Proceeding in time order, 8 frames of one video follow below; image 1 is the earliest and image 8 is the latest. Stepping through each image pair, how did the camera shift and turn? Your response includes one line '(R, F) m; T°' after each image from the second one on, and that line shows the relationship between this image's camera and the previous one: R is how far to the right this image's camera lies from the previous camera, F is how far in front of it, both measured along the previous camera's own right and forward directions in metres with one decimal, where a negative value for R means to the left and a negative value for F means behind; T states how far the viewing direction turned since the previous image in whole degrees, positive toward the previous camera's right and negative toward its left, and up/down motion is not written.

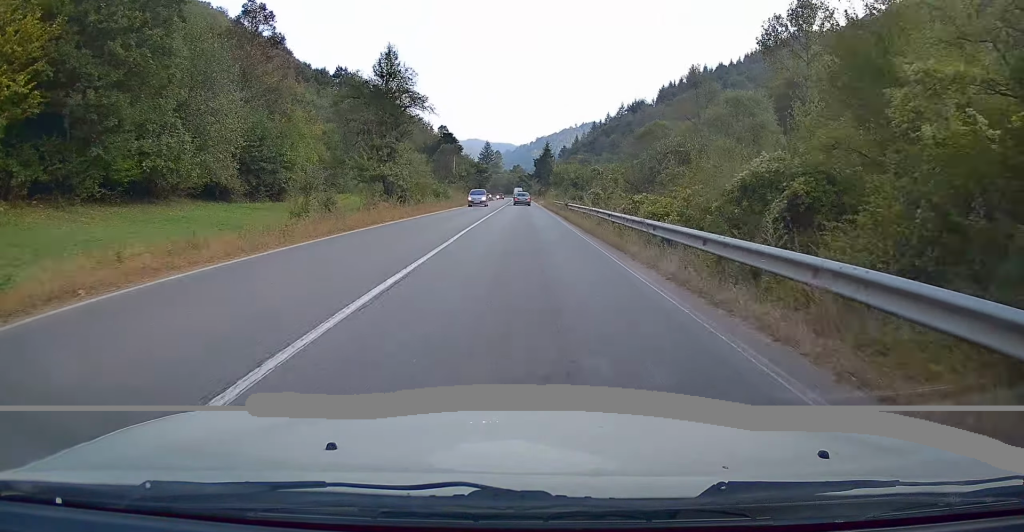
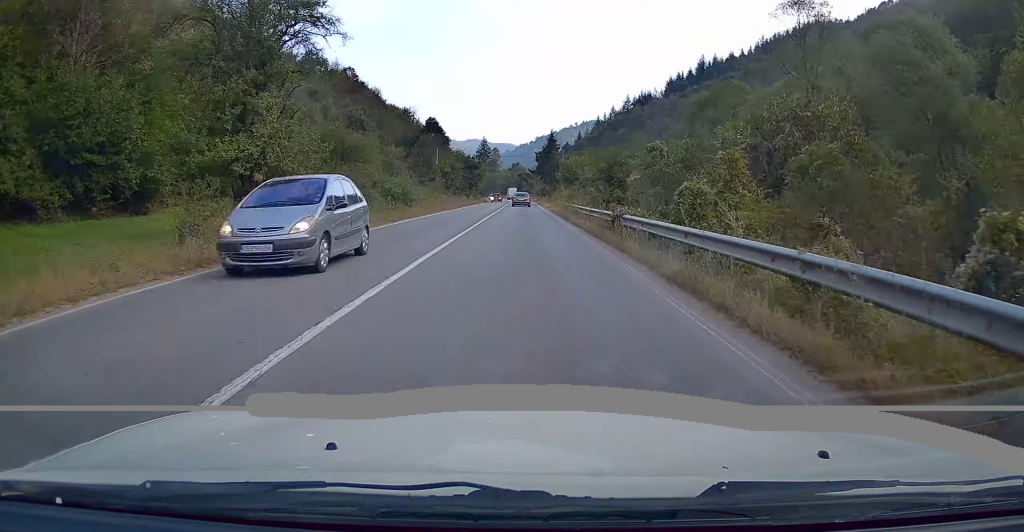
(+0.2, +22.2) m; 0°
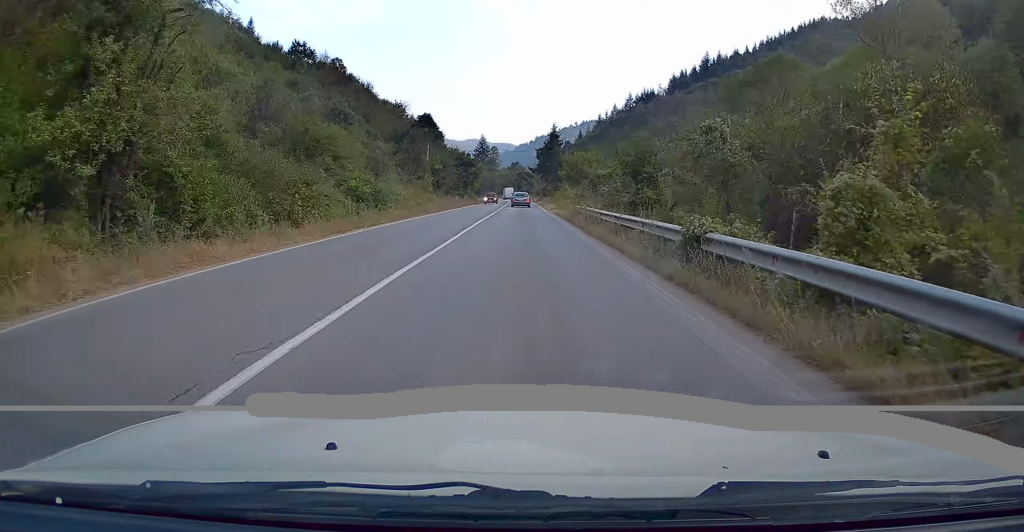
(-0.1, +8.2) m; 0°
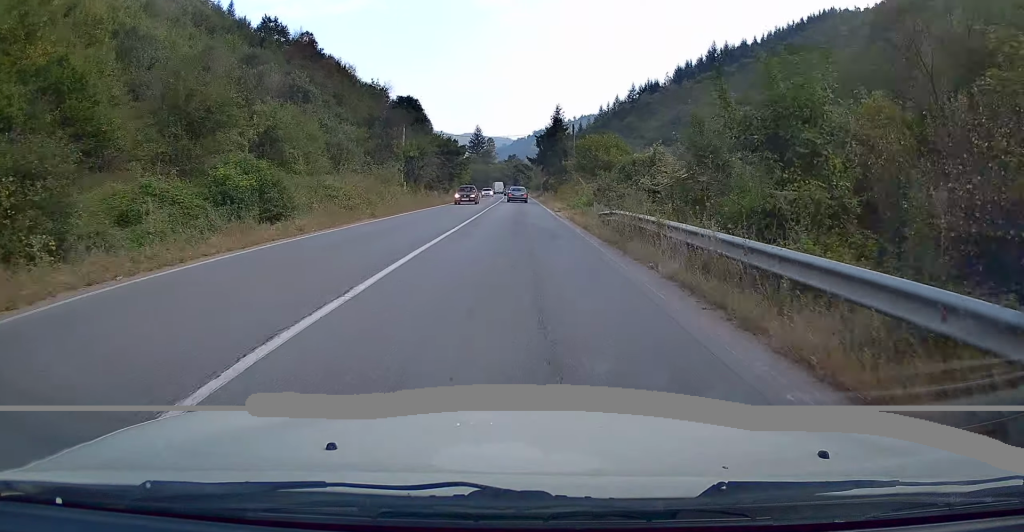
(0.0, +15.3) m; 0°
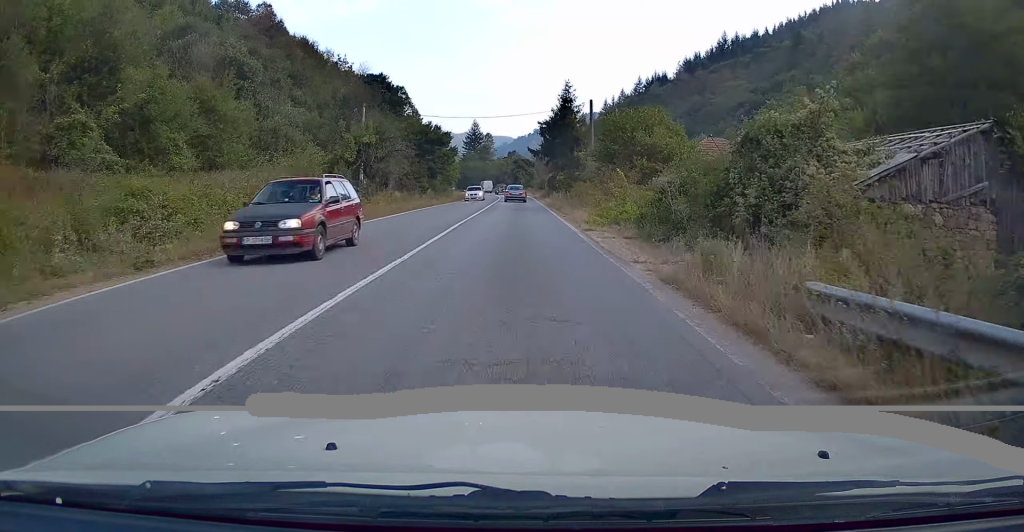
(+0.1, +17.5) m; 0°
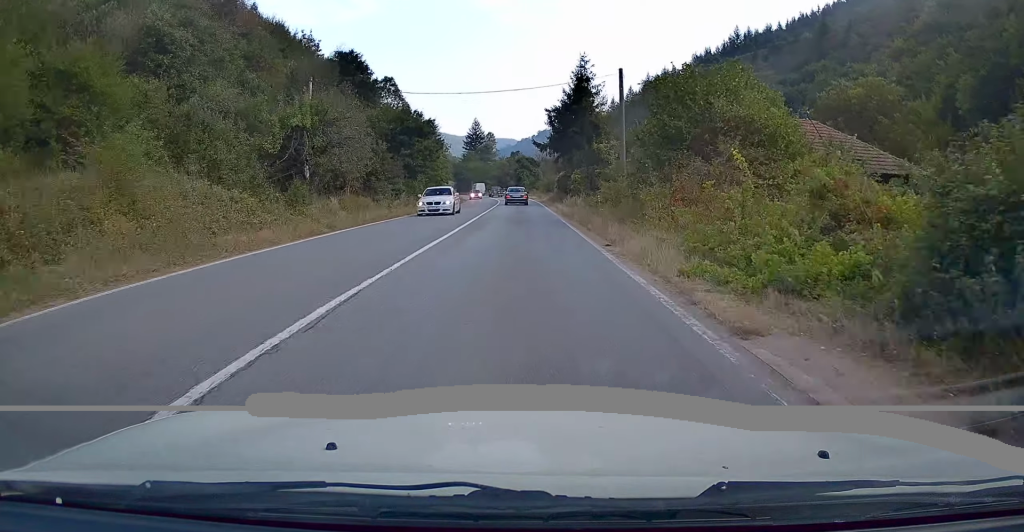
(+0.1, +14.0) m; 0°
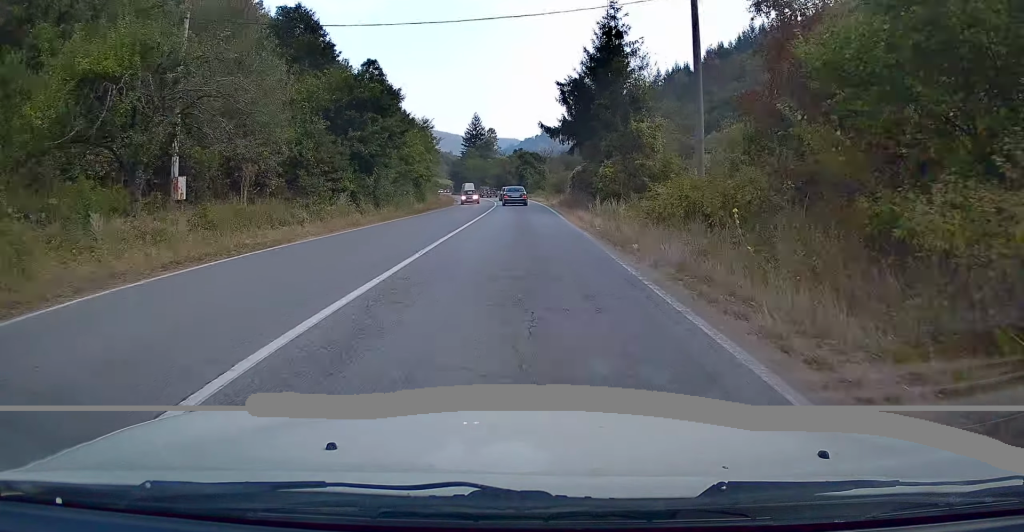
(-0.2, +15.5) m; 0°
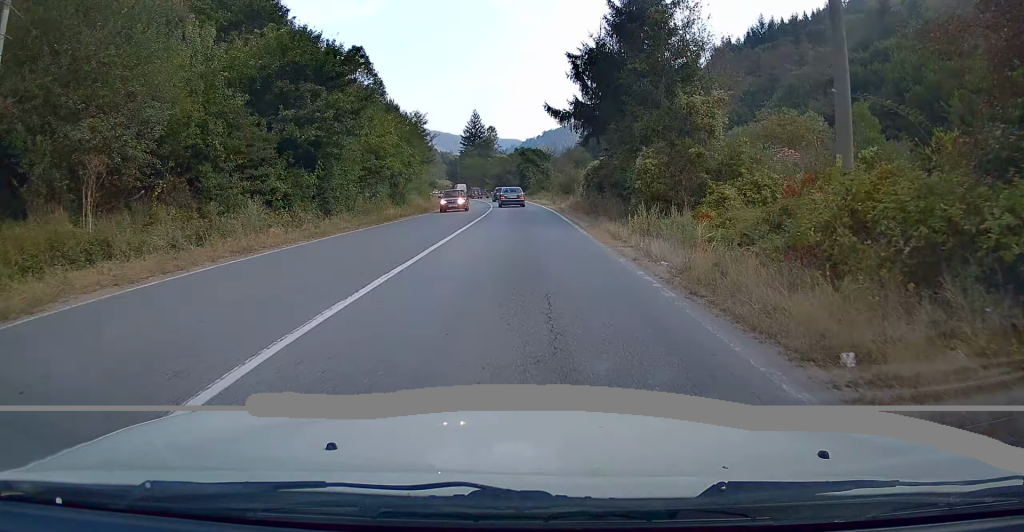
(0.0, +9.8) m; 0°
